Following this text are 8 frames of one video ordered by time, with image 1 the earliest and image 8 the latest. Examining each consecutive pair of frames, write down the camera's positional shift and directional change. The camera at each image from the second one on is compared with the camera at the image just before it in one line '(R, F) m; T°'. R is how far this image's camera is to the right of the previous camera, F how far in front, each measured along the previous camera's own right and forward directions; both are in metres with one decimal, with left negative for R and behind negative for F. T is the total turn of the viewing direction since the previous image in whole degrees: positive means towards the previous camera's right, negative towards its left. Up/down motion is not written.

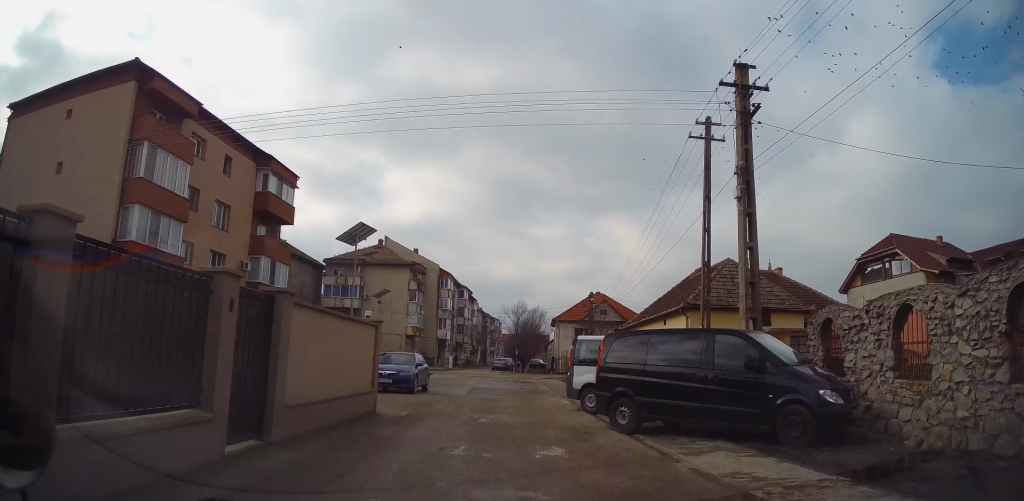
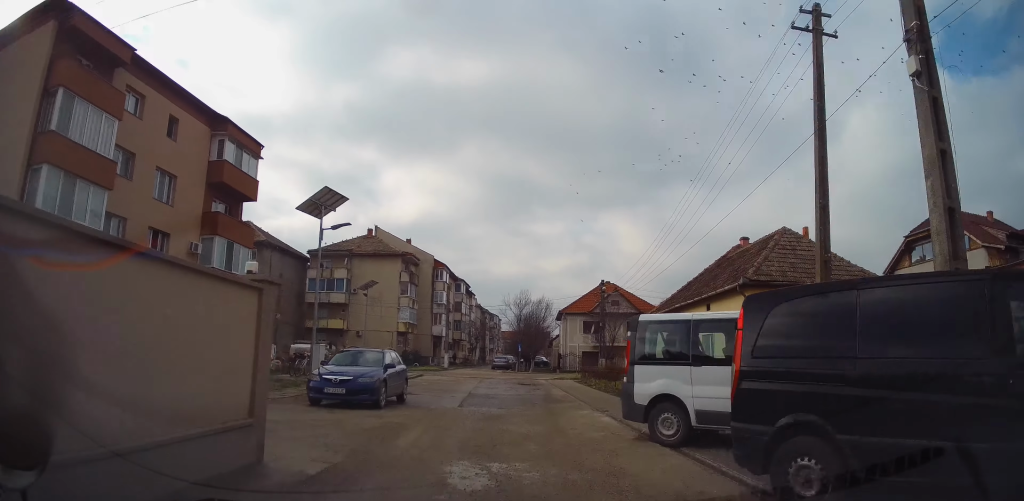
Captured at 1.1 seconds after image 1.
(-0.4, +6.1) m; -2°
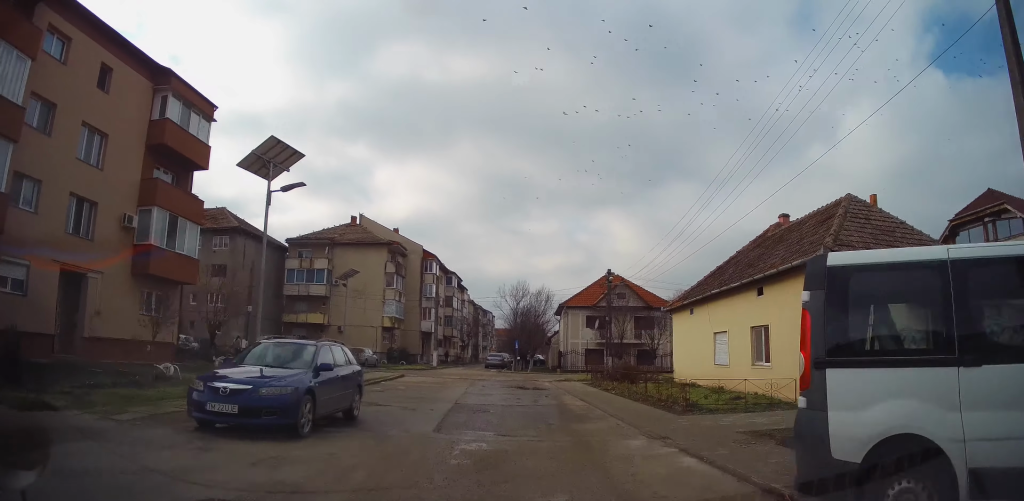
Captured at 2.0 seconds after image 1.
(+0.2, +5.1) m; 0°
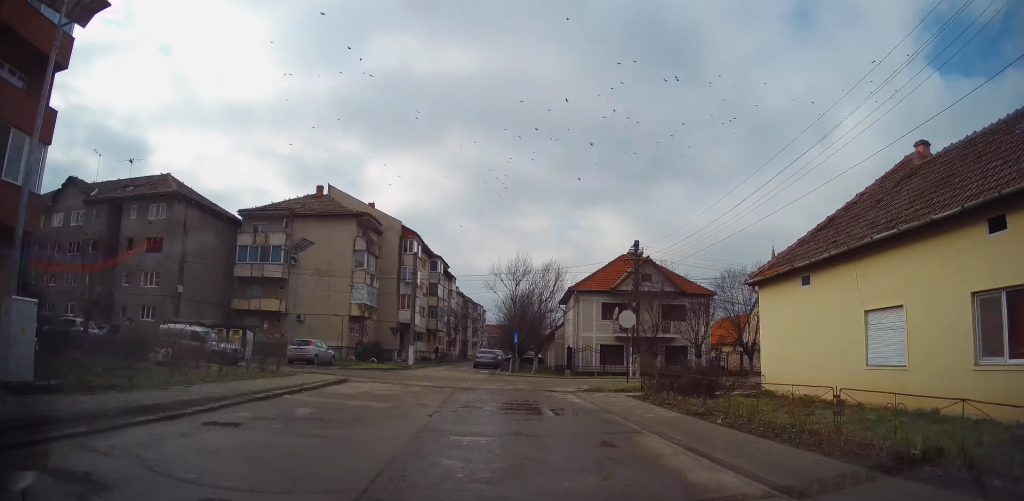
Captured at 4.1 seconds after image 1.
(+0.1, +10.4) m; +1°
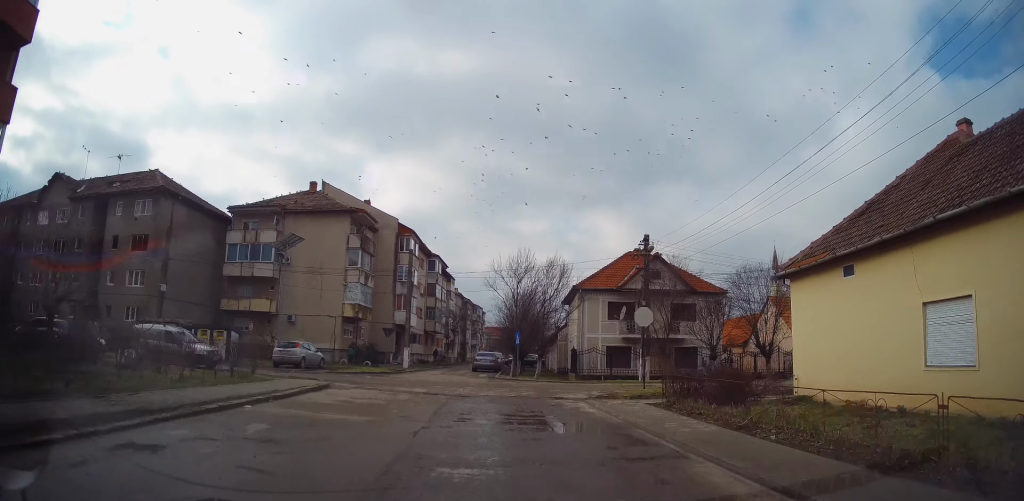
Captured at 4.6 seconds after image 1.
(0.0, +2.3) m; 0°
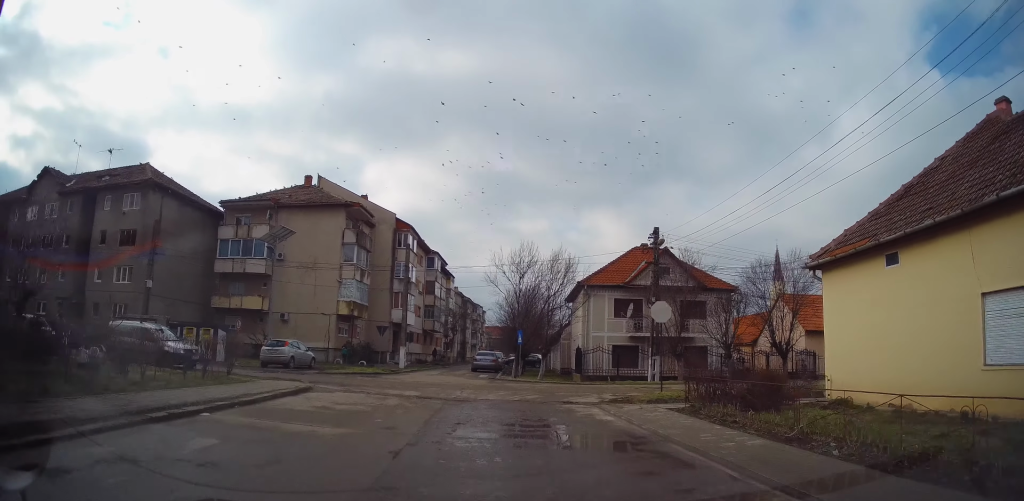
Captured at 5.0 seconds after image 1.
(-0.2, +1.9) m; 0°
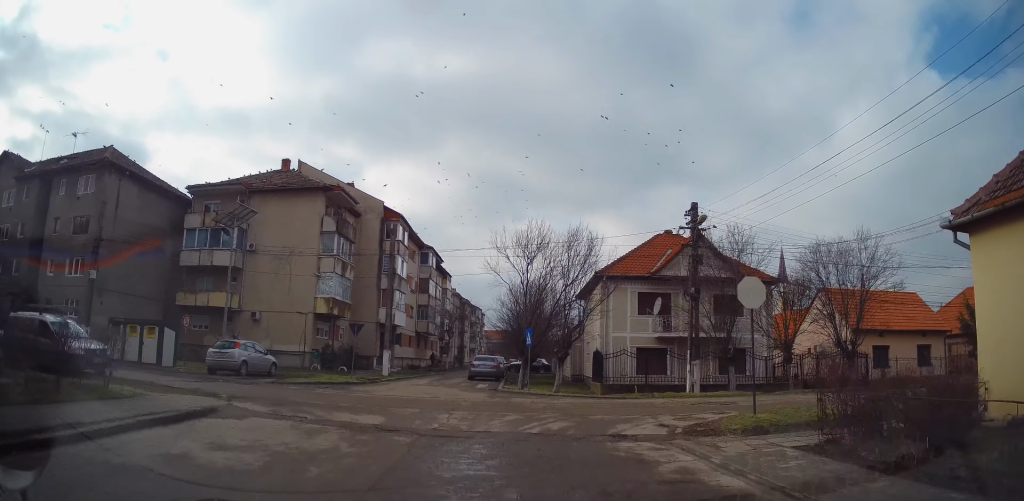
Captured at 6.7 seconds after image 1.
(+0.3, +6.3) m; -1°
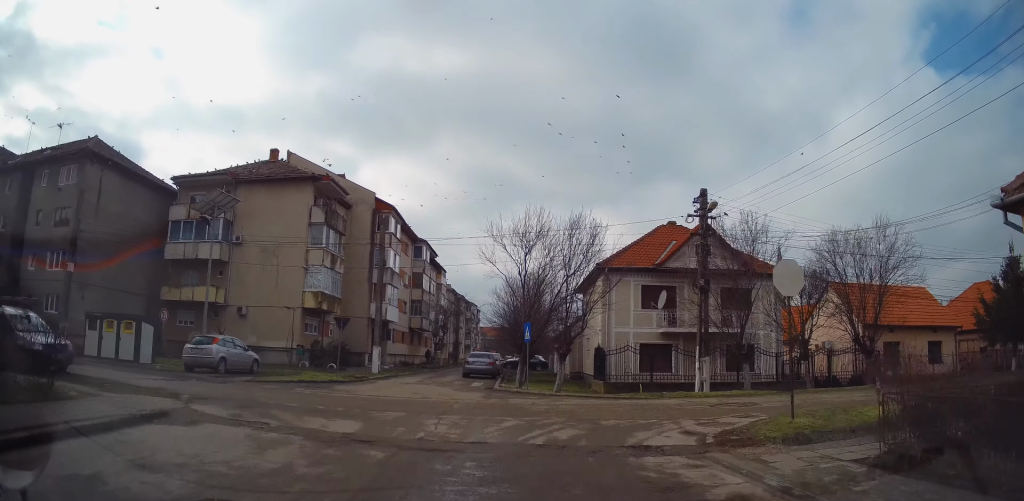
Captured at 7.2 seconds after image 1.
(-0.2, +1.7) m; -4°
